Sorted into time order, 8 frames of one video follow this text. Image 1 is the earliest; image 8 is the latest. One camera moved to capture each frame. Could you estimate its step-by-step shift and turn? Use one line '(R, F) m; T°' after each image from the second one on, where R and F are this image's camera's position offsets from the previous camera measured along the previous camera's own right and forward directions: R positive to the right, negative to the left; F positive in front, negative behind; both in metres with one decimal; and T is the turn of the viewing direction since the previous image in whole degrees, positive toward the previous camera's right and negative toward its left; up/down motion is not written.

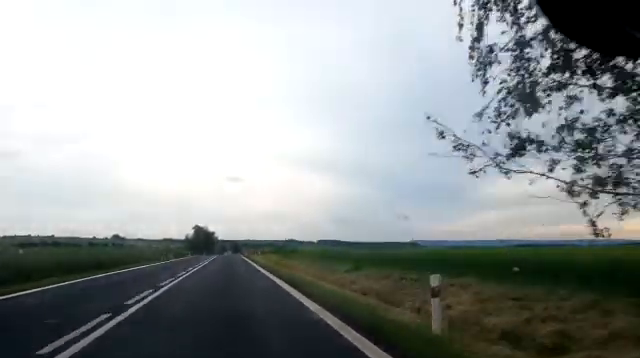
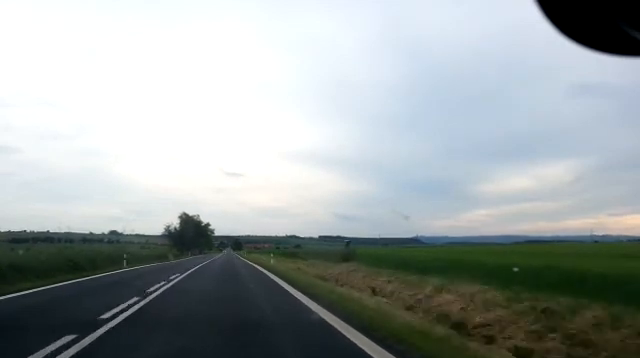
(+0.2, +51.2) m; +1°
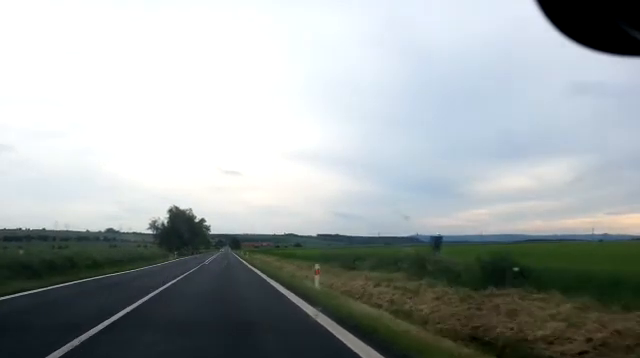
(+0.1, +19.9) m; +1°
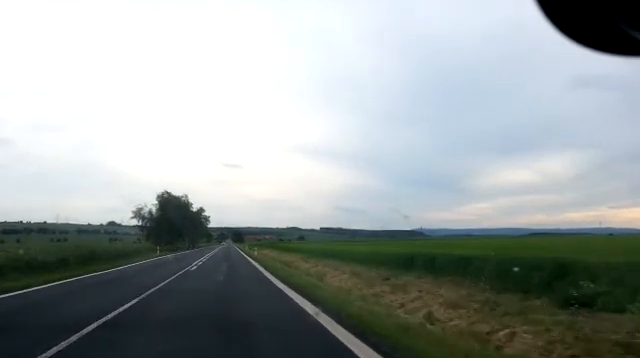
(+0.1, +19.2) m; 0°
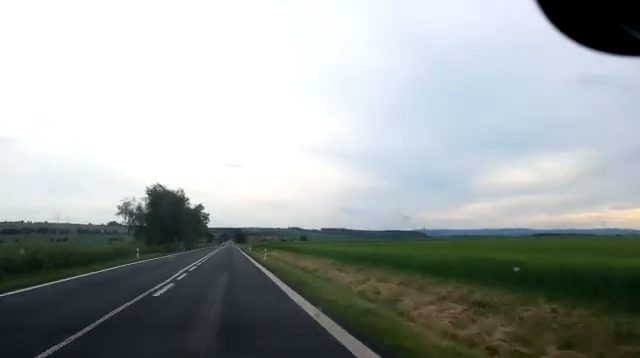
(0.0, +11.3) m; 0°
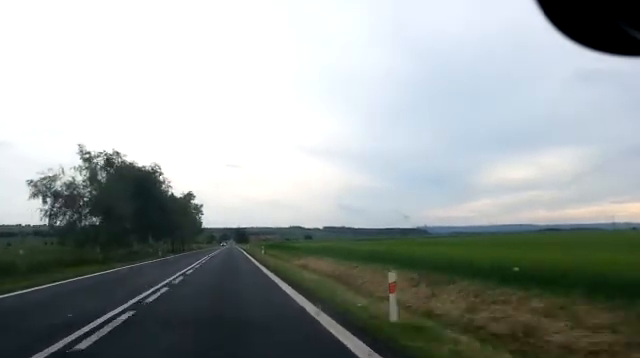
(-0.2, +29.7) m; 0°
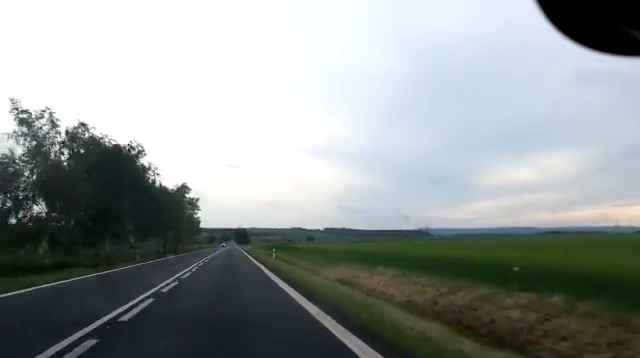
(0.0, +11.9) m; 0°
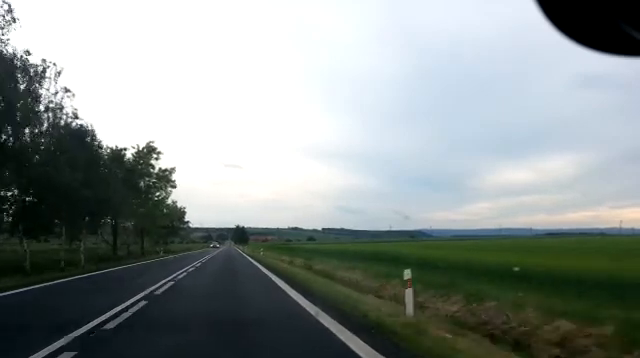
(+0.5, +28.2) m; +1°
